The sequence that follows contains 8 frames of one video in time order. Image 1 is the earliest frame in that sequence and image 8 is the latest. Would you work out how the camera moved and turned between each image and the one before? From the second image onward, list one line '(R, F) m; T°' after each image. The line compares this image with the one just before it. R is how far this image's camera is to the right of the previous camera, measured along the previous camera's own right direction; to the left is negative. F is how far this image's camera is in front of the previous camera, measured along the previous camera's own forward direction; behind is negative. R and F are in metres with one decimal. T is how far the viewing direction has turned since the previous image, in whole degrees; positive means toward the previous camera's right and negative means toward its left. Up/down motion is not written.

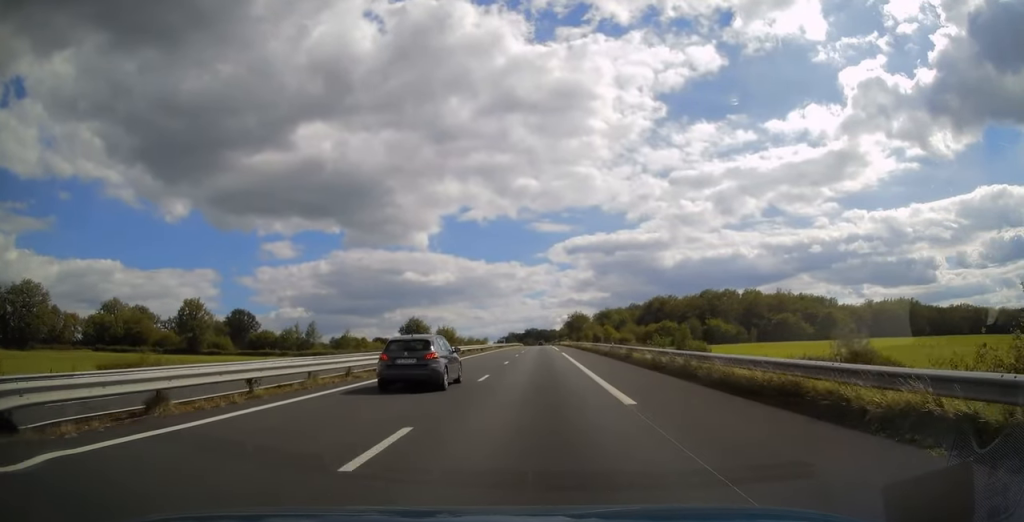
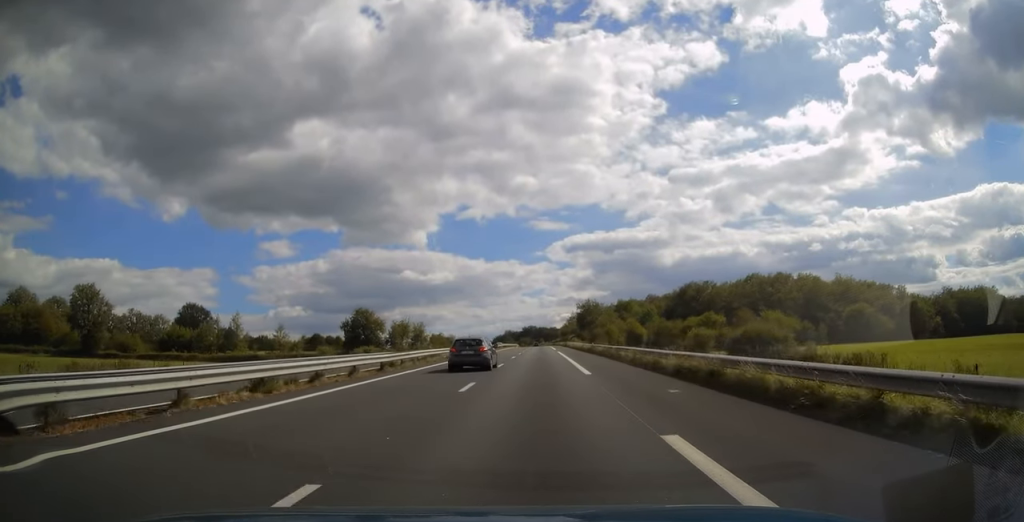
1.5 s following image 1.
(0.0, +43.0) m; 0°
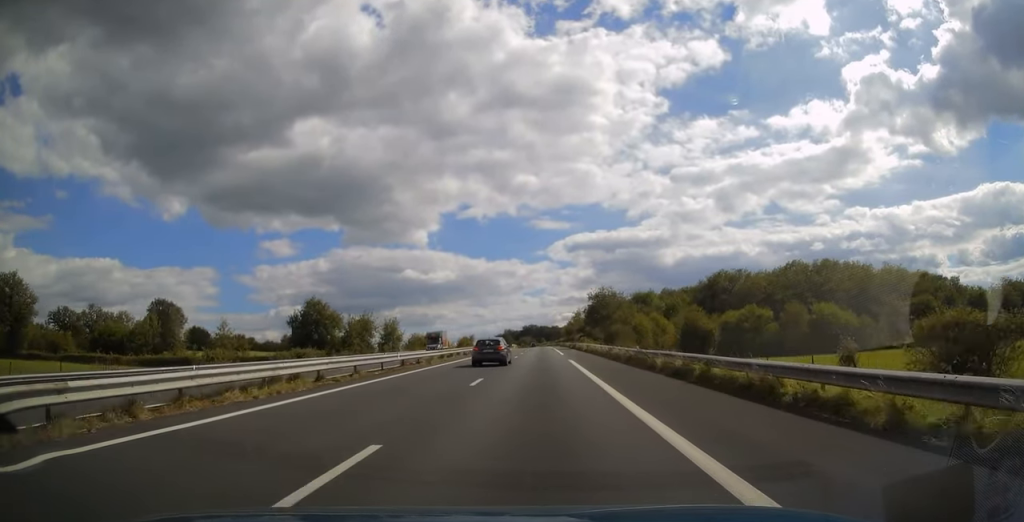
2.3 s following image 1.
(+0.1, +23.9) m; 0°
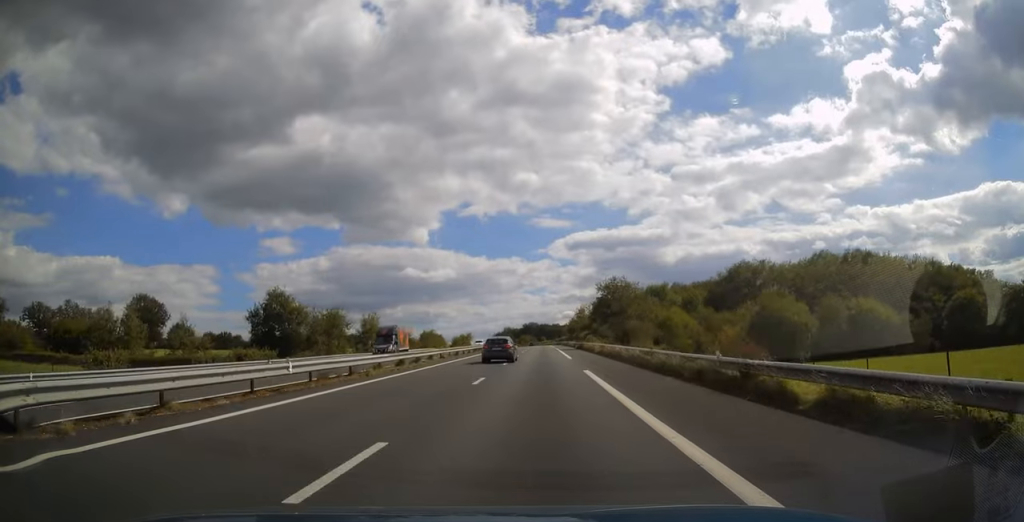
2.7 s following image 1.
(0.0, +12.7) m; 0°
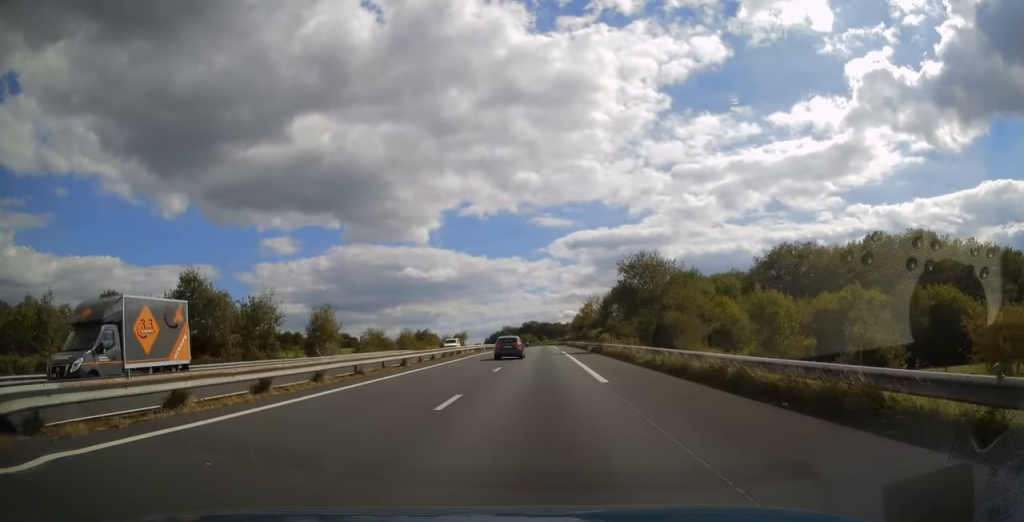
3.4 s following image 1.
(-0.1, +19.6) m; 0°
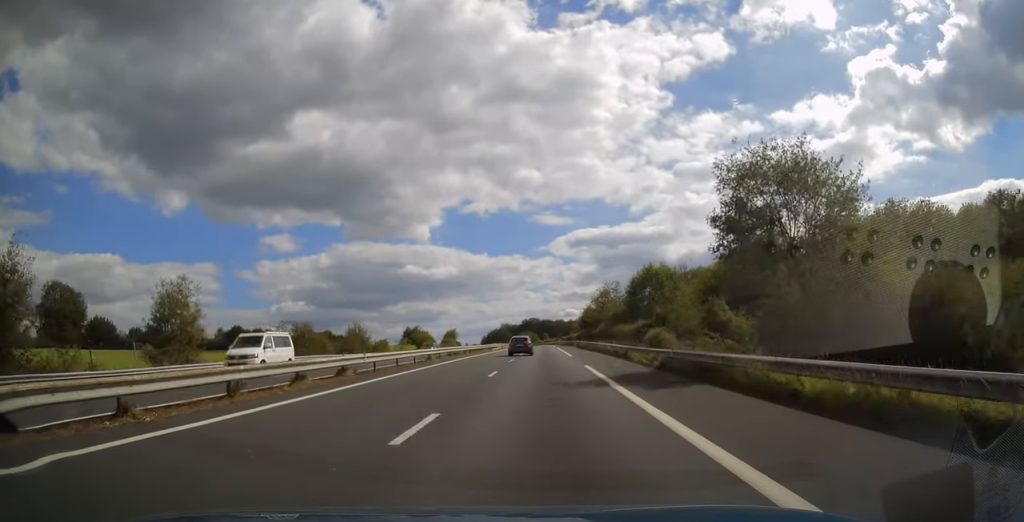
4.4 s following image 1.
(-0.1, +29.9) m; 0°
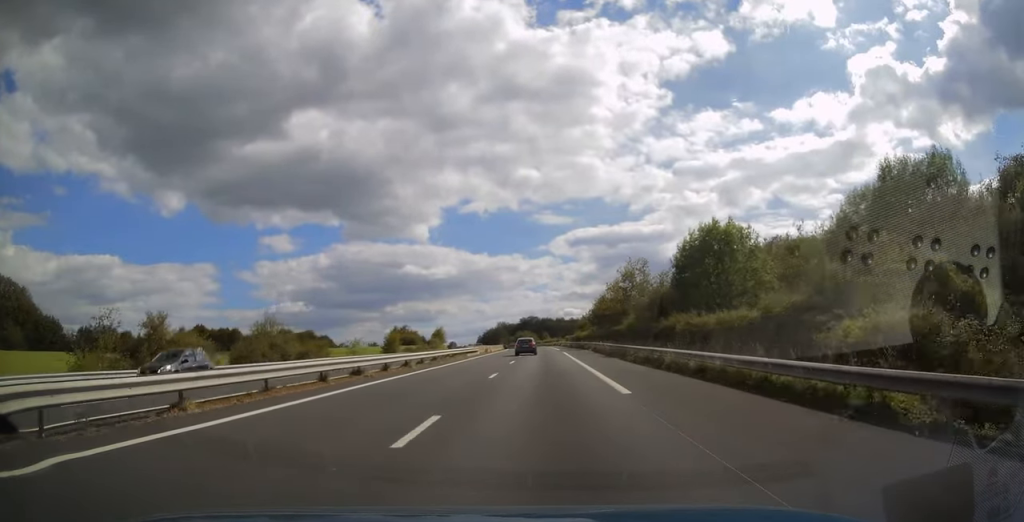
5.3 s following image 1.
(0.0, +26.1) m; 0°
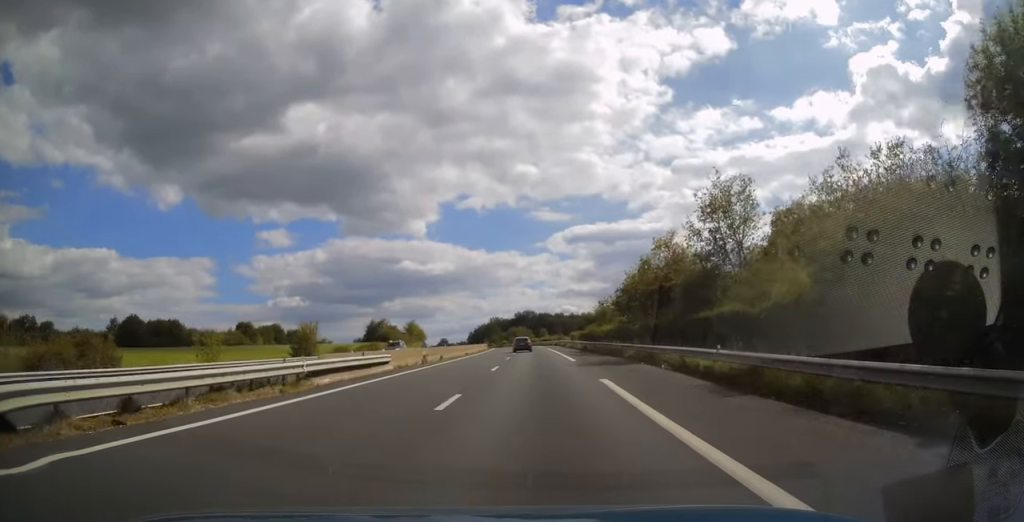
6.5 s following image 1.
(+0.2, +35.3) m; 0°
